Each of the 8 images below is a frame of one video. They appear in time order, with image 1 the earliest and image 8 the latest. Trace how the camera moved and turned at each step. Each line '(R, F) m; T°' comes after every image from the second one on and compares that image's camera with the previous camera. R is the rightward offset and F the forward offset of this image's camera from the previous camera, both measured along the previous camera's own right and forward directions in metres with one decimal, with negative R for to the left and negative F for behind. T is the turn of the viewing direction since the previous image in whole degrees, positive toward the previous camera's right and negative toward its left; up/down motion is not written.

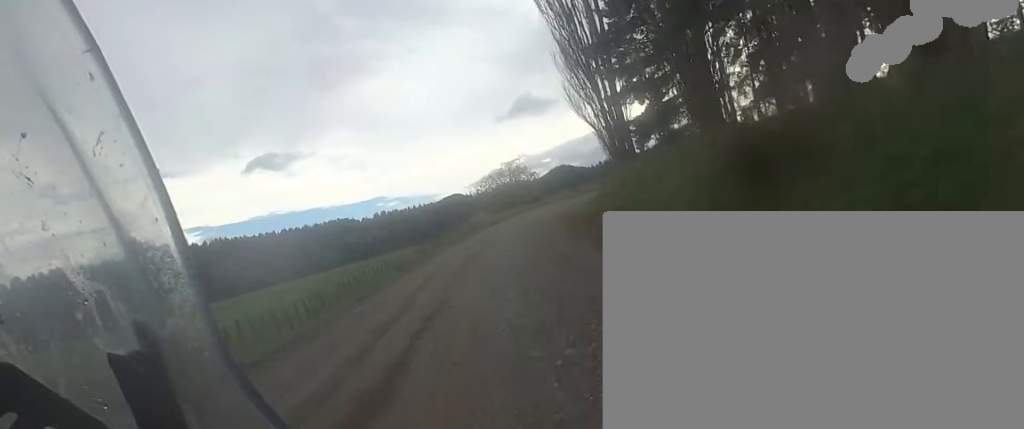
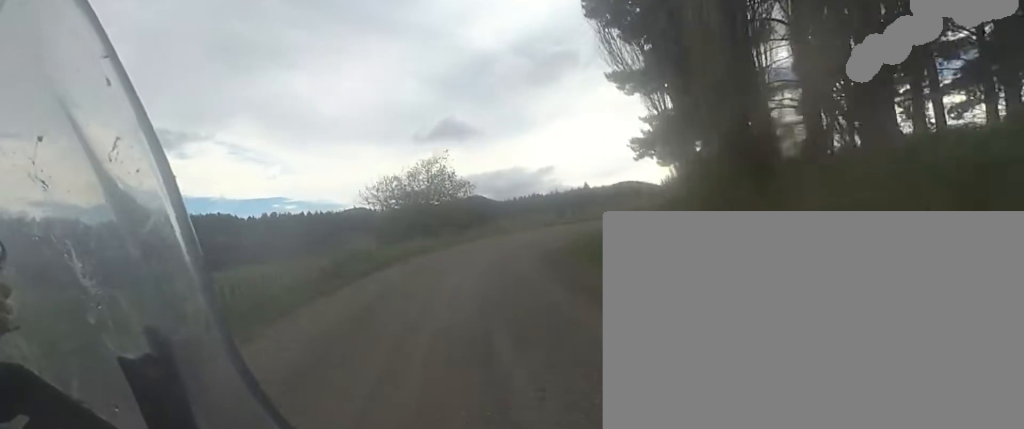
(-0.3, +14.5) m; +9°
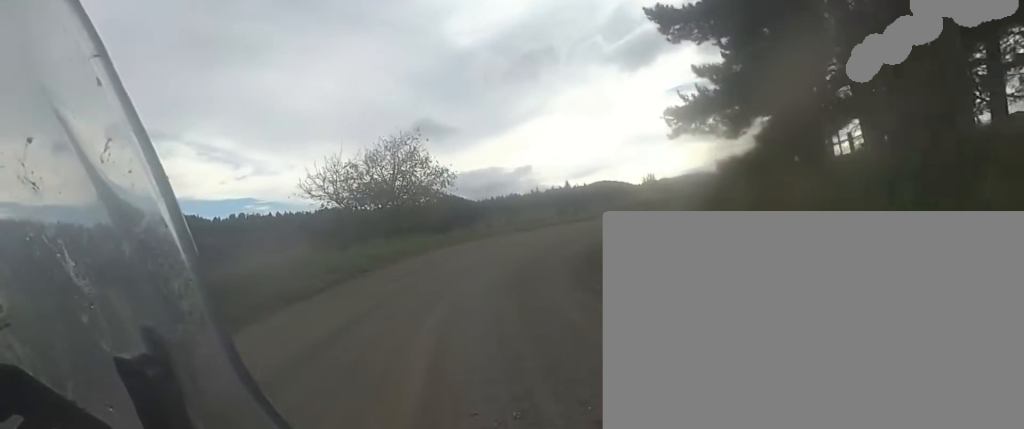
(+0.5, +6.0) m; +16°
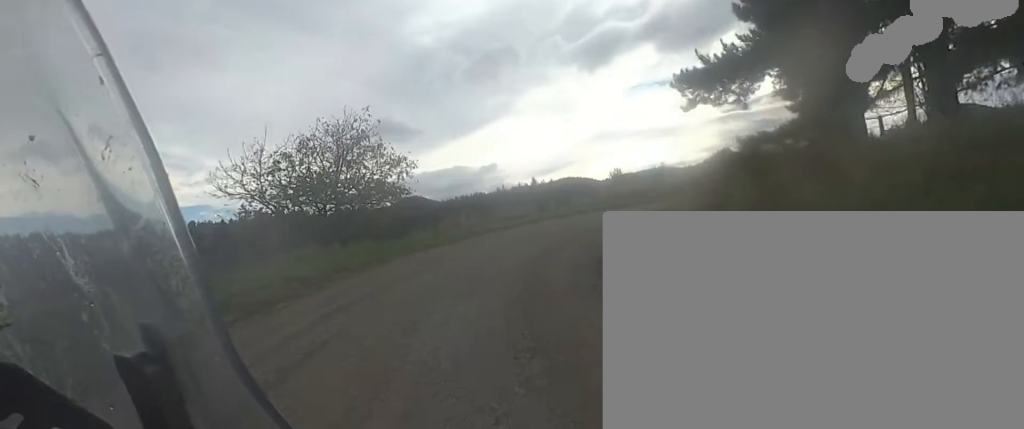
(+1.0, +4.5) m; +7°
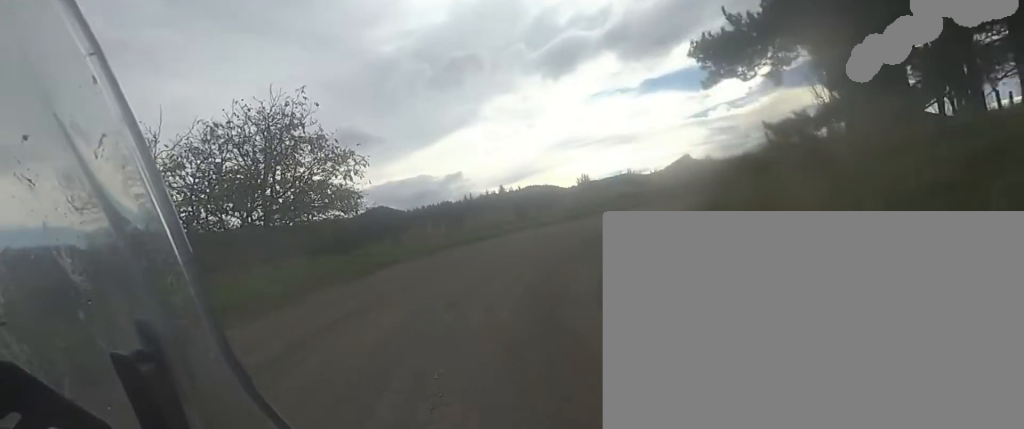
(+0.3, +3.7) m; +6°
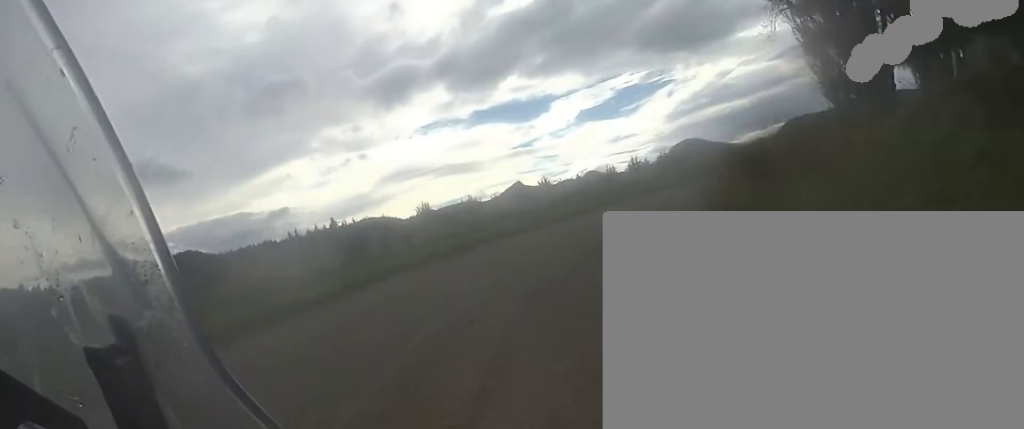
(+0.6, +8.2) m; +16°
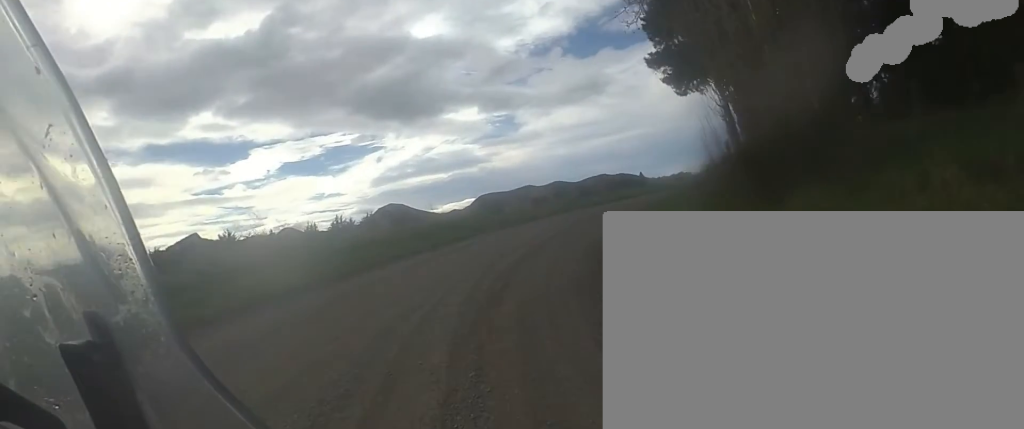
(+3.1, +8.4) m; +47°
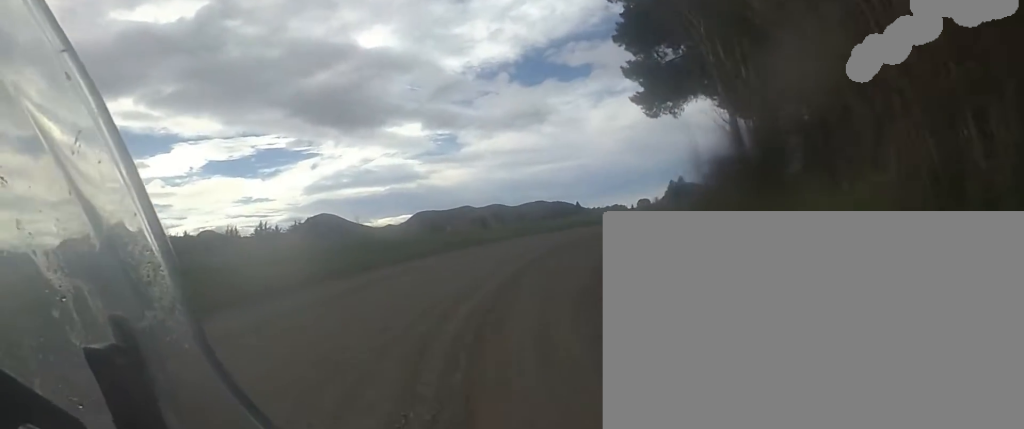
(+0.9, +4.1) m; +9°
